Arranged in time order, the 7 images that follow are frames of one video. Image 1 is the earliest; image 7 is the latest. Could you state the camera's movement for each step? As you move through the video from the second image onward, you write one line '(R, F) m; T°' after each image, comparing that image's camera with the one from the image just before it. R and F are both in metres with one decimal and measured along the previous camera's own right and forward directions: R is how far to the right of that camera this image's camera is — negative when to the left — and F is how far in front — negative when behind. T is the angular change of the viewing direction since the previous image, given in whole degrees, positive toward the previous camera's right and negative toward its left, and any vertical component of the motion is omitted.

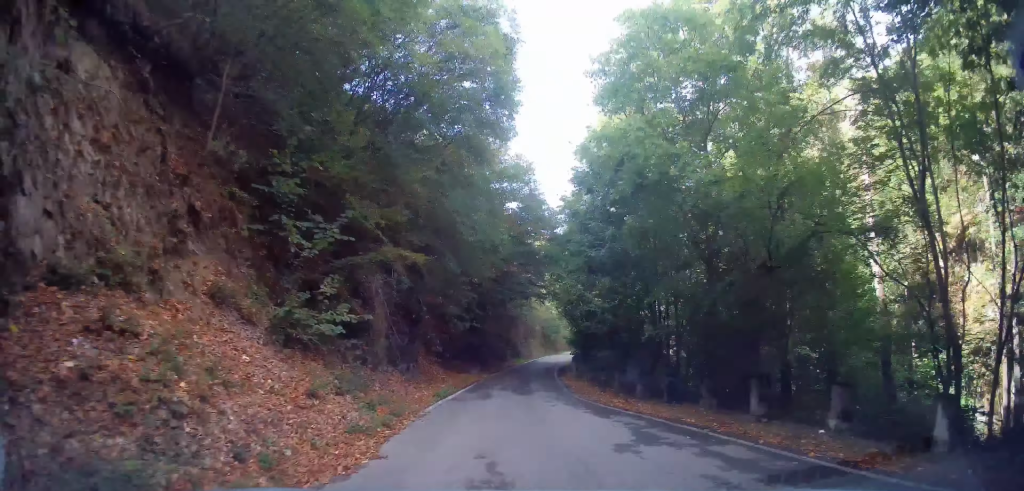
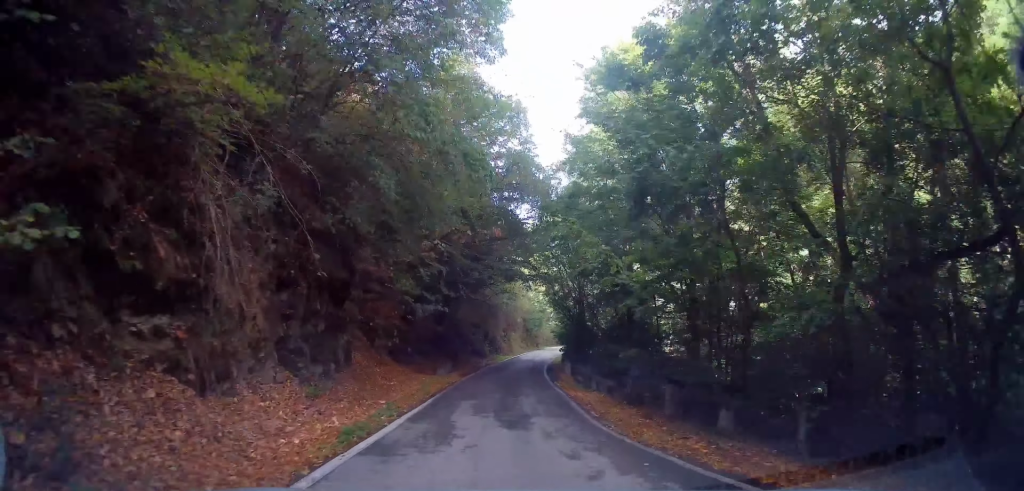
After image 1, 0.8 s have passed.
(+0.3, +7.0) m; +3°
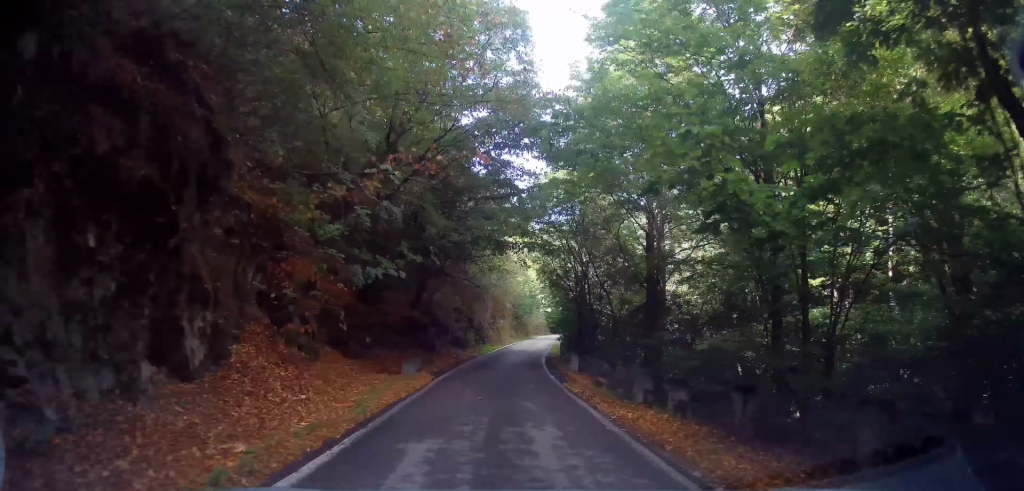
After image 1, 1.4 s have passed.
(+0.1, +6.0) m; +1°
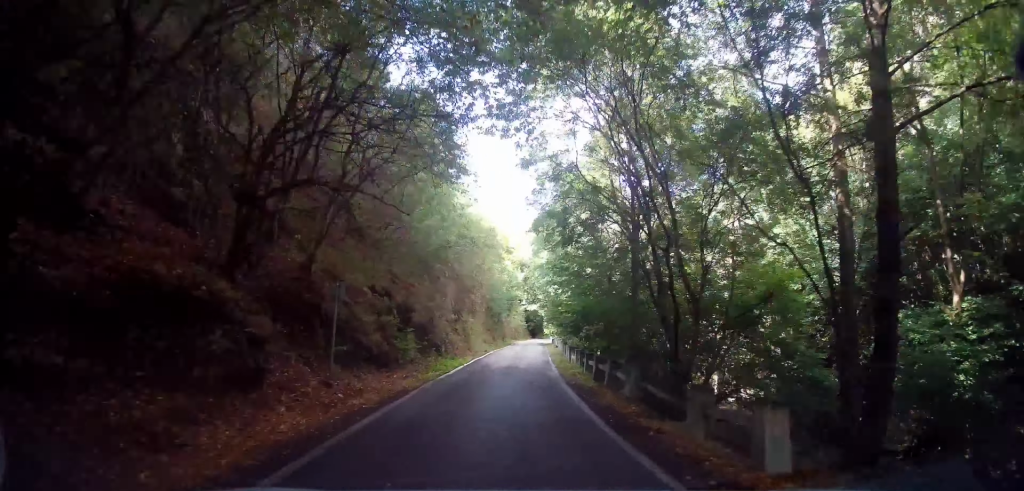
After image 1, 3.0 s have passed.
(+0.2, +16.3) m; +1°
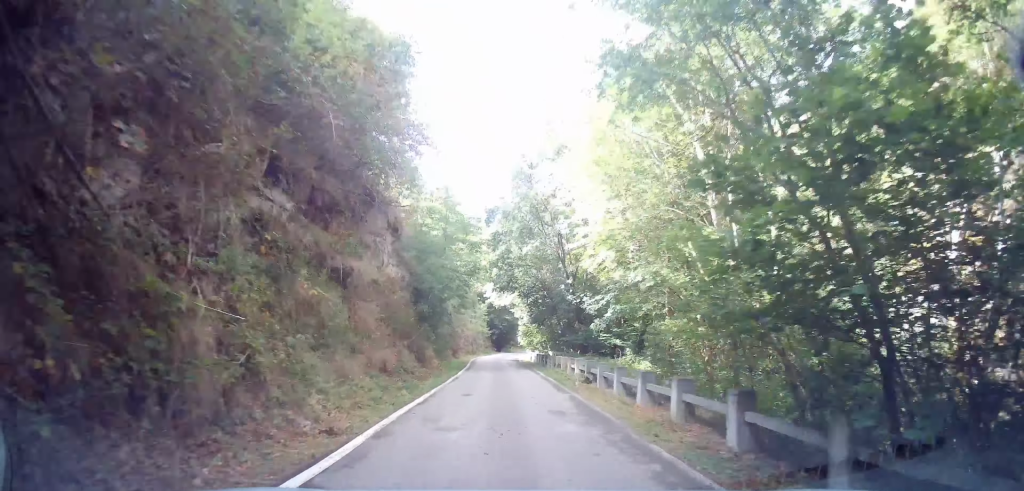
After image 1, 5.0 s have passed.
(+0.6, +24.2) m; +4°
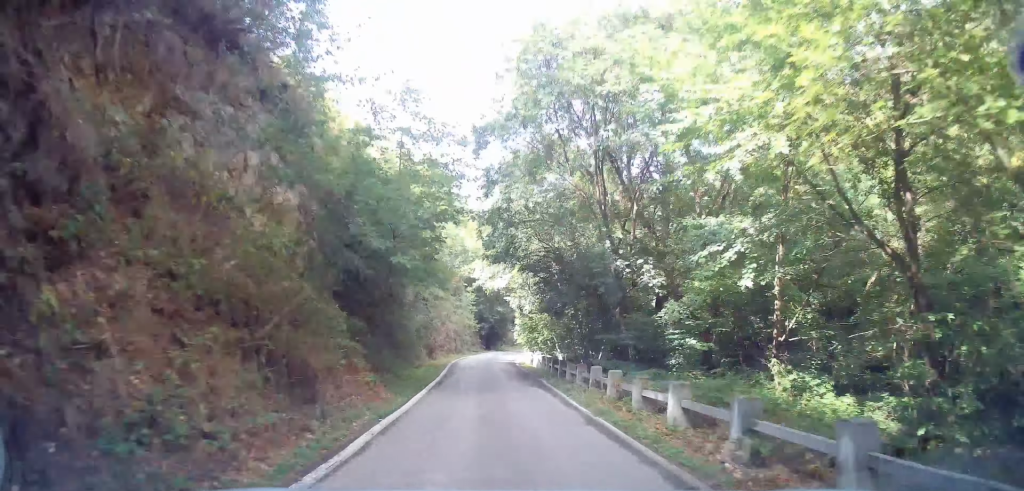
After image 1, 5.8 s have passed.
(+0.2, +10.1) m; +4°
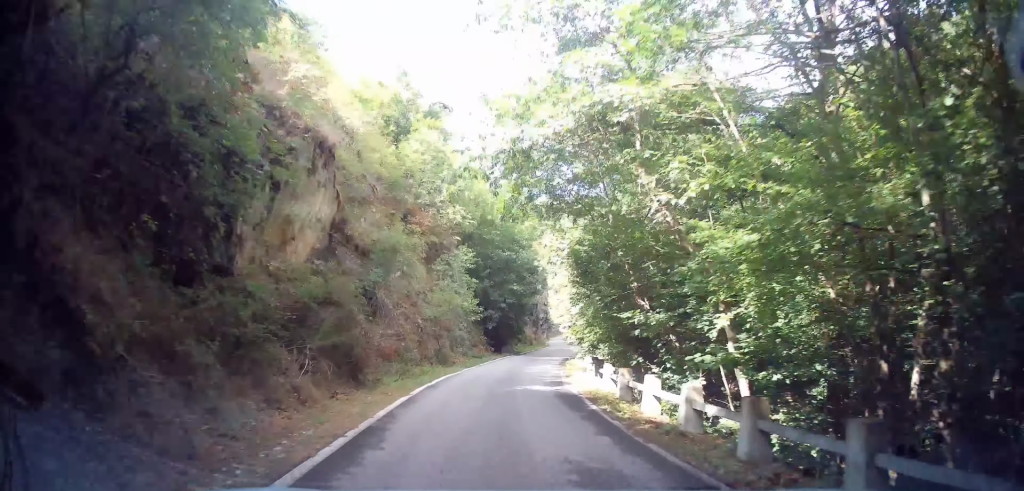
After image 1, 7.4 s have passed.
(+1.4, +20.3) m; +6°
